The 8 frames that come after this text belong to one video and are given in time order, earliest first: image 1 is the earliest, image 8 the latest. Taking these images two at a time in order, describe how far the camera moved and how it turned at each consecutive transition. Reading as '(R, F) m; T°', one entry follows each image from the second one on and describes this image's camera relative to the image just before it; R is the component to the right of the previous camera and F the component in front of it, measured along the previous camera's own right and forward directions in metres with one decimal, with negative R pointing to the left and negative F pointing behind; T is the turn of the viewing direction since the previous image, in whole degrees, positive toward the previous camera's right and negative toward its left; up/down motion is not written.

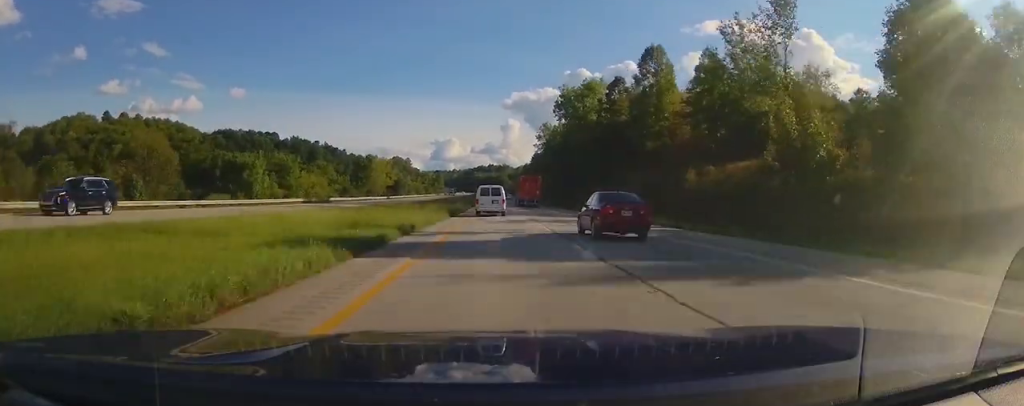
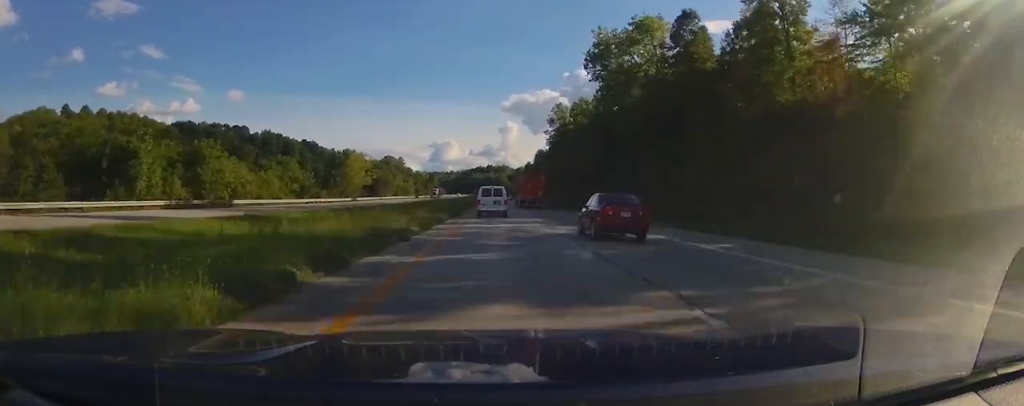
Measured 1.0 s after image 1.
(0.0, +33.6) m; 0°
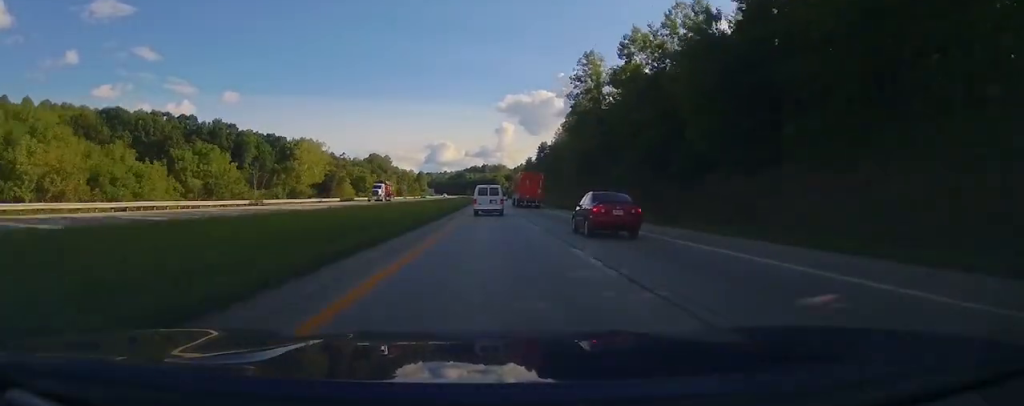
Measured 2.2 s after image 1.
(0.0, +41.5) m; 0°
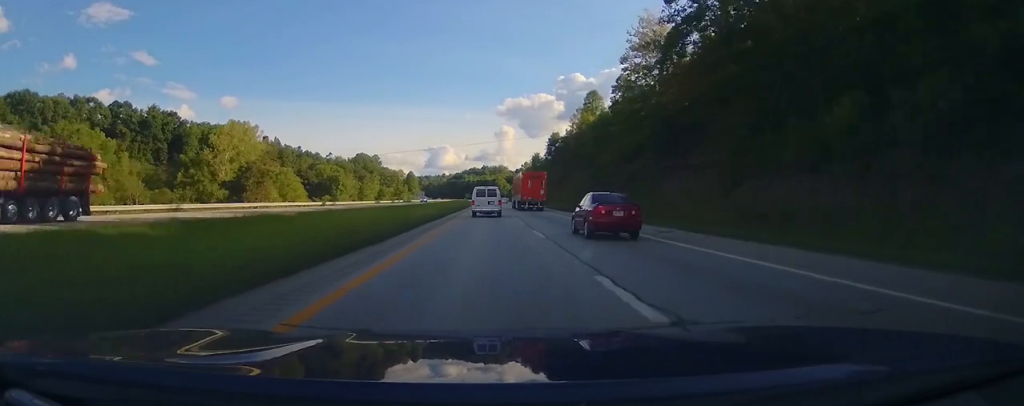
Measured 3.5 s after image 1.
(+0.1, +41.3) m; 0°
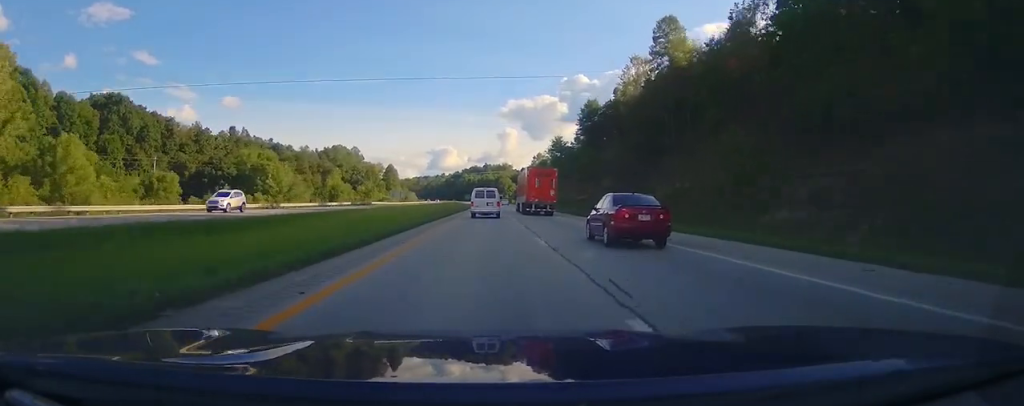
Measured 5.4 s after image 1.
(-0.4, +64.6) m; -1°
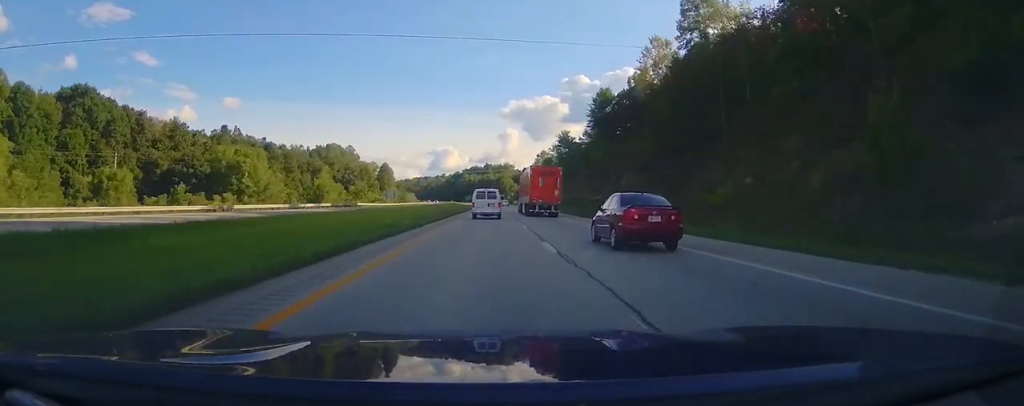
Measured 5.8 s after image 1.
(0.0, +13.4) m; 0°
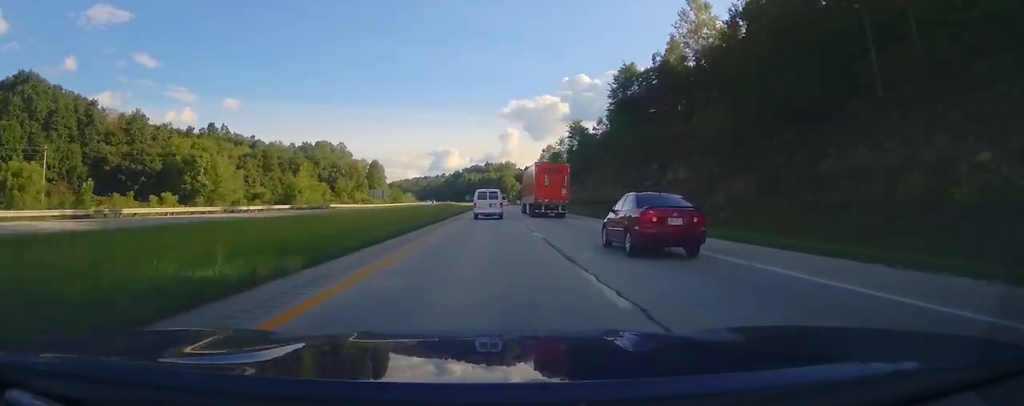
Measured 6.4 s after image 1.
(0.0, +19.0) m; 0°
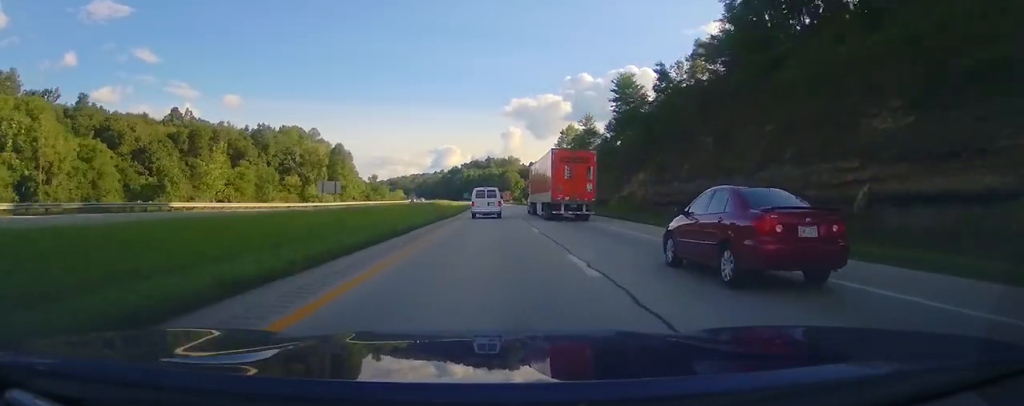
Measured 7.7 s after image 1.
(0.0, +46.4) m; 0°
